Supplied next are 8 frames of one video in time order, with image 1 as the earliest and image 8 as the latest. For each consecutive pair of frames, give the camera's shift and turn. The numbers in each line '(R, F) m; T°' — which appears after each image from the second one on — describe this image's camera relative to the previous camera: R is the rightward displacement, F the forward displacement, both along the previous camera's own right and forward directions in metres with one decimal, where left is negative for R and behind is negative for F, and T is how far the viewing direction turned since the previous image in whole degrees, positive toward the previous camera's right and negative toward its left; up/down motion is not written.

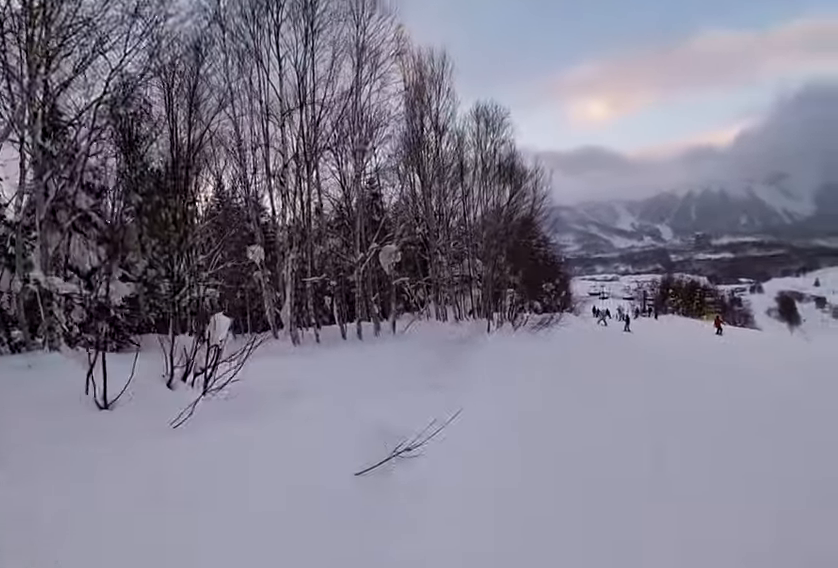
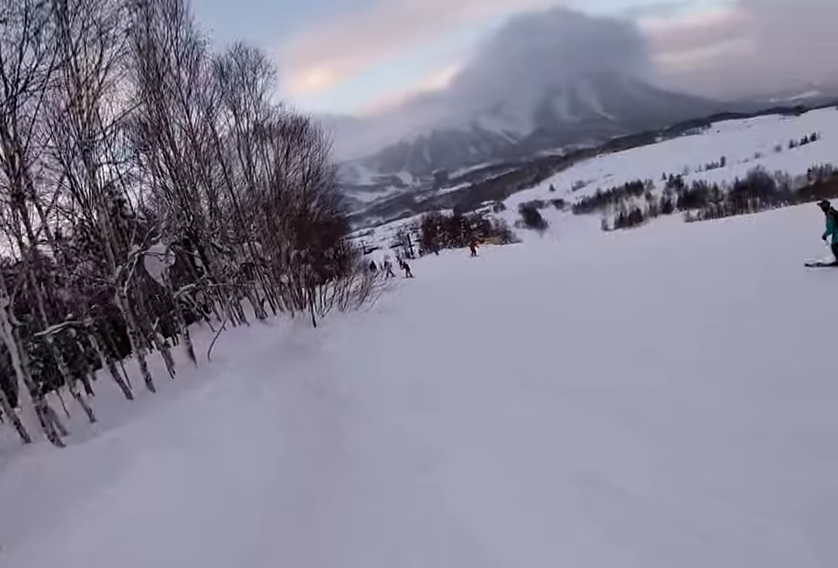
(+0.3, +5.0) m; +8°
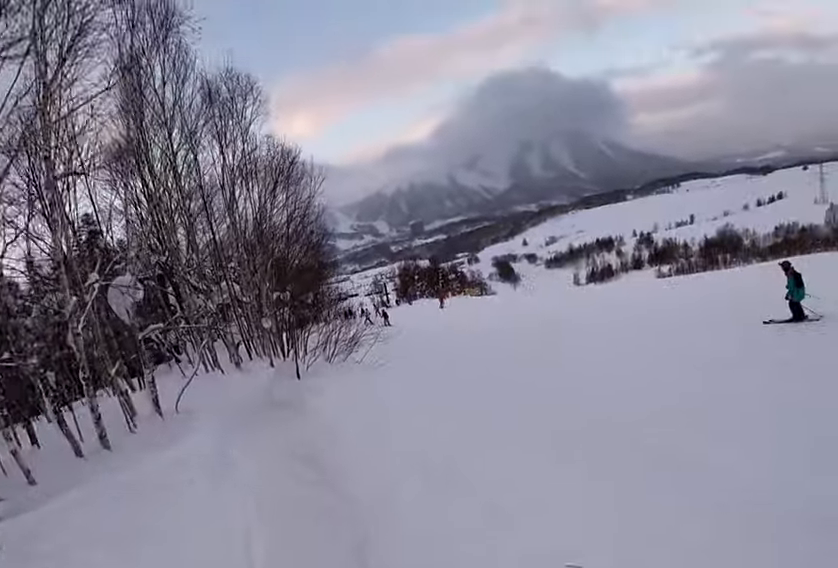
(+0.1, +1.8) m; +6°
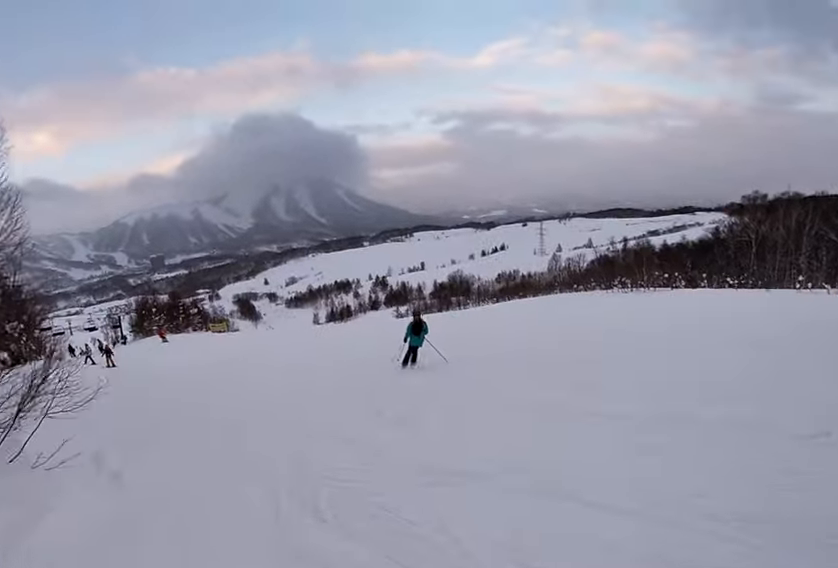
(+1.6, +6.4) m; +18°
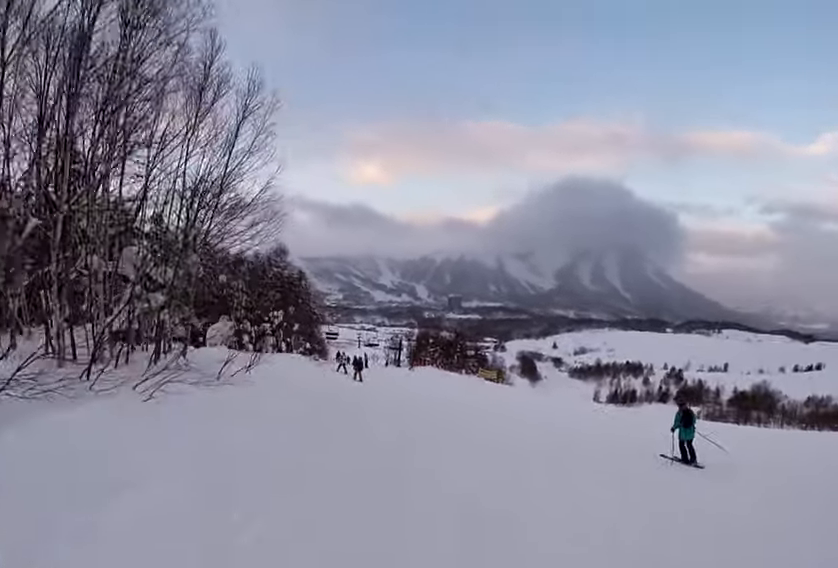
(-0.3, +4.2) m; -8°
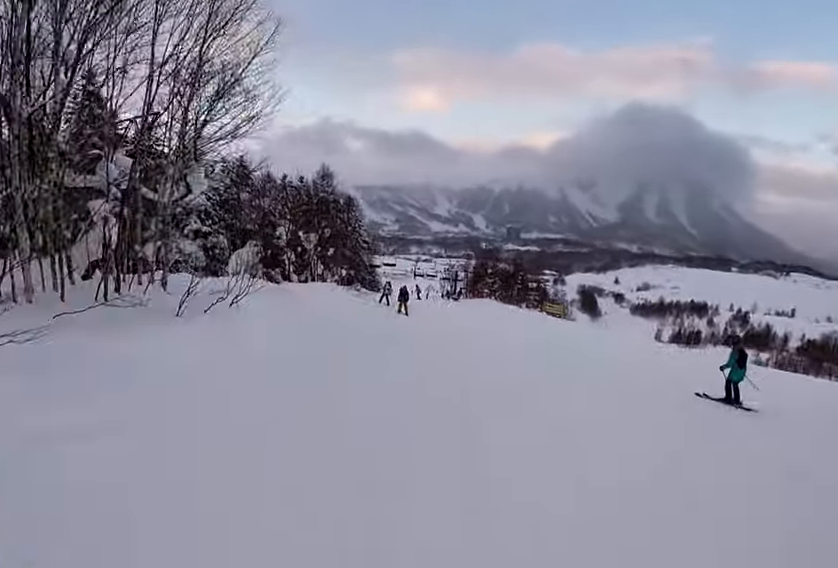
(-0.4, +4.2) m; -3°
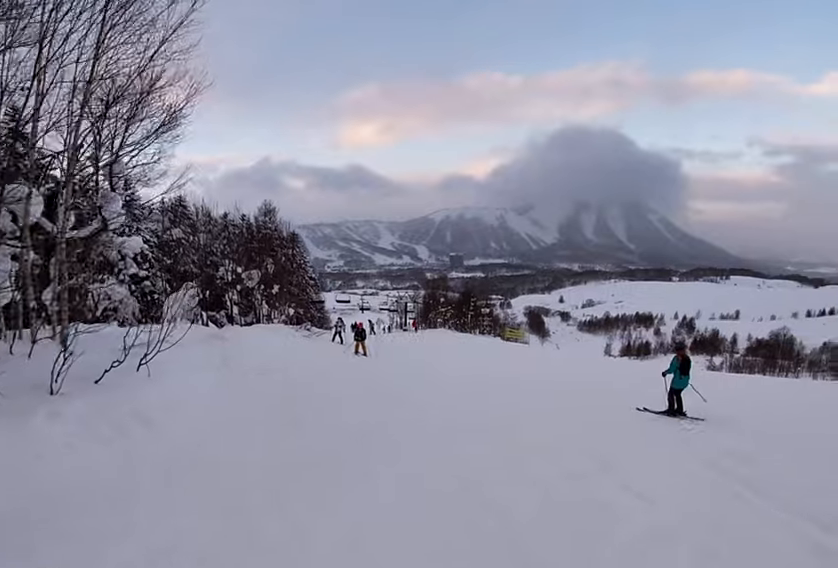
(-0.2, +2.7) m; +2°
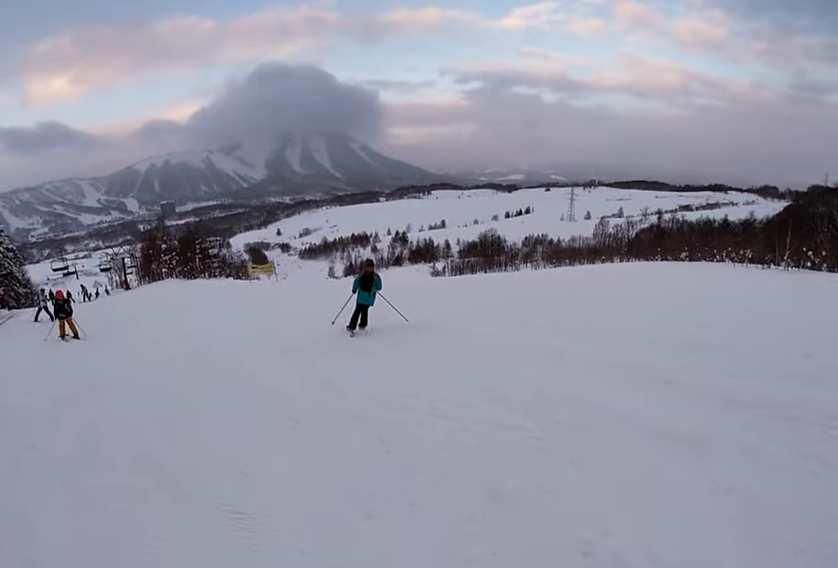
(+0.8, +6.1) m; +14°
